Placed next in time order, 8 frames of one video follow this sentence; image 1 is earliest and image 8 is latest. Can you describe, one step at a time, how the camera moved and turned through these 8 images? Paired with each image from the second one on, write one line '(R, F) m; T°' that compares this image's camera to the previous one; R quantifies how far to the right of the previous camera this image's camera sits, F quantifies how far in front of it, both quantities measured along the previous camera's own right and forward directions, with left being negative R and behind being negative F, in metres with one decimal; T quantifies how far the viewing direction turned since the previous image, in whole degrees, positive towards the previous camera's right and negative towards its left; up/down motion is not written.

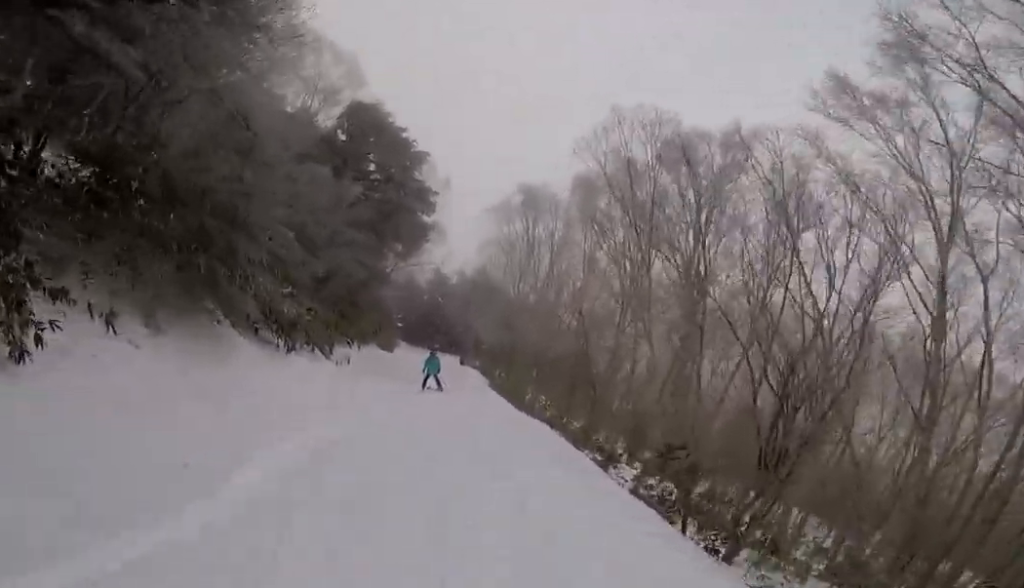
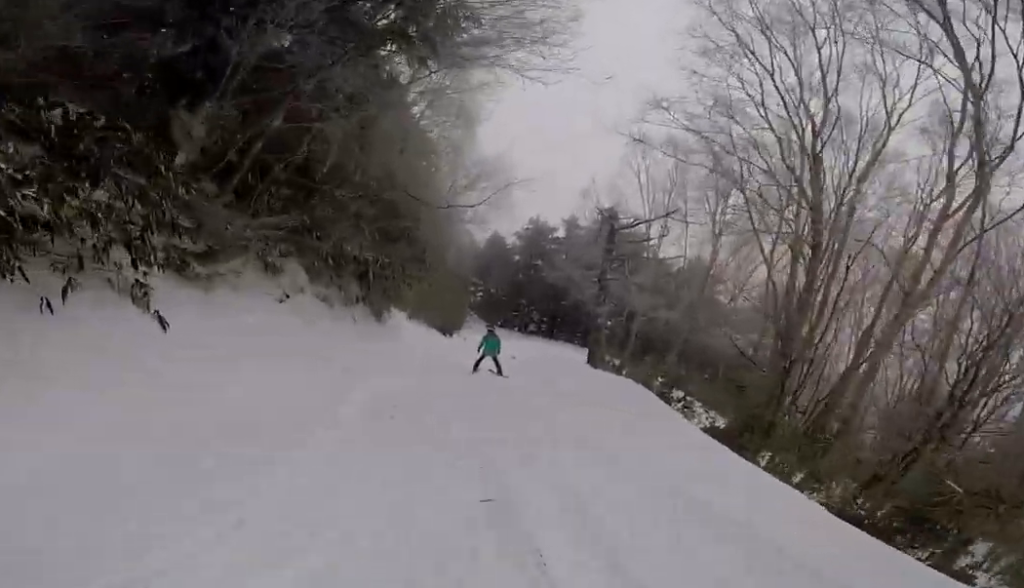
(+0.8, +4.1) m; +21°
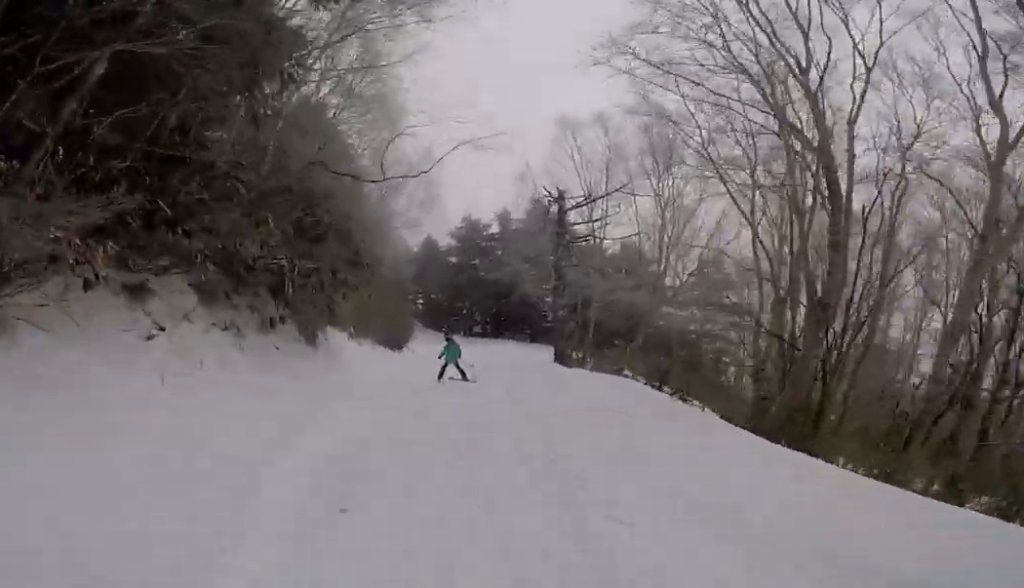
(0.0, +0.7) m; -3°
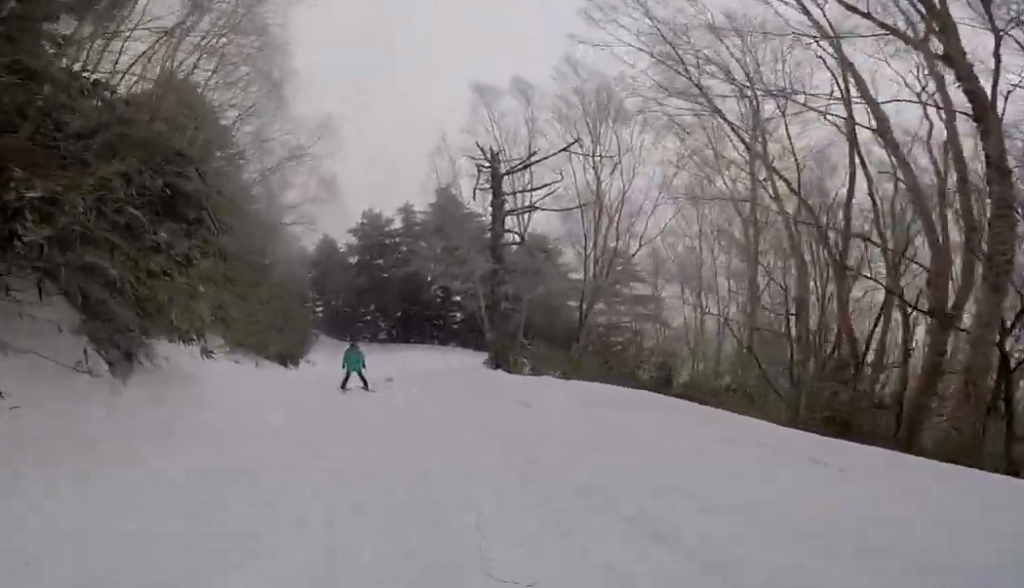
(0.0, +1.1) m; -10°
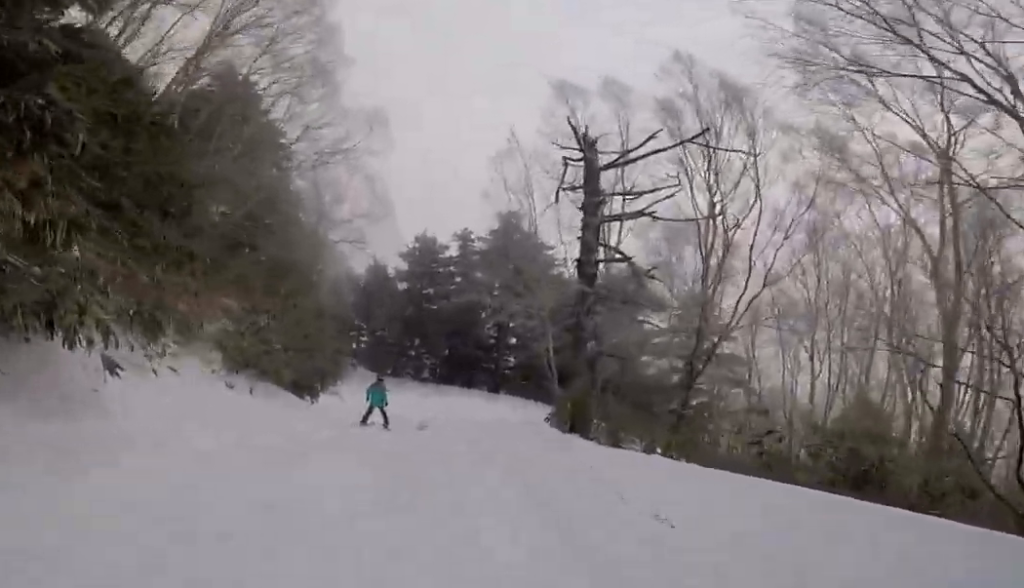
(0.0, +0.8) m; -16°
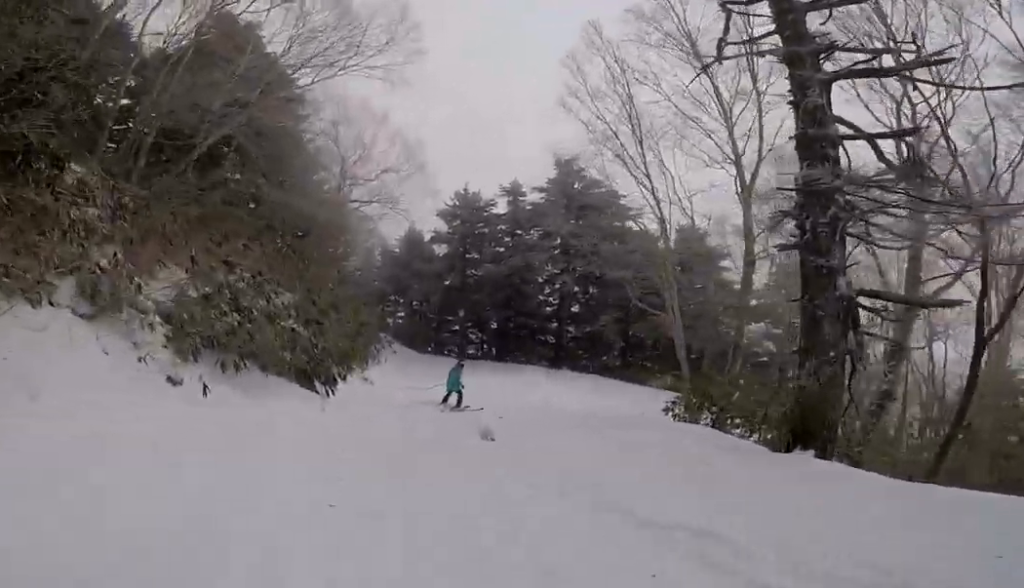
(-0.3, +1.2) m; -16°
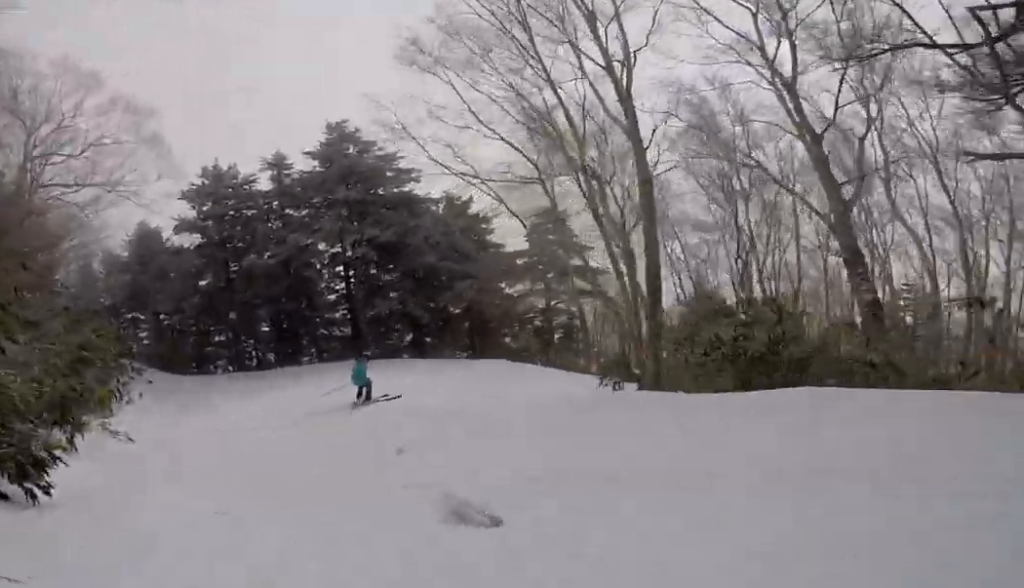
(-0.2, +1.6) m; +6°
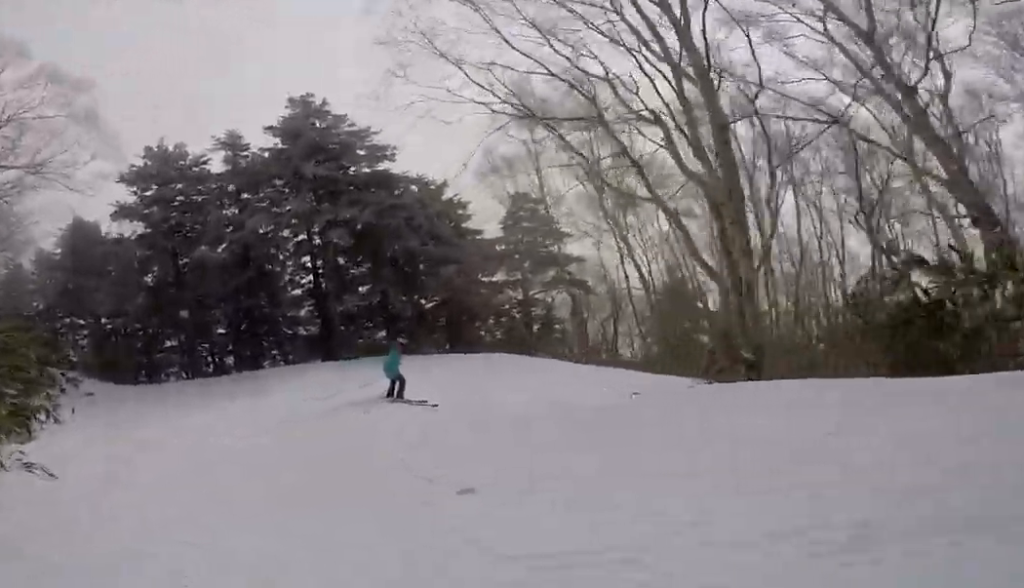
(-0.2, +0.7) m; +10°
